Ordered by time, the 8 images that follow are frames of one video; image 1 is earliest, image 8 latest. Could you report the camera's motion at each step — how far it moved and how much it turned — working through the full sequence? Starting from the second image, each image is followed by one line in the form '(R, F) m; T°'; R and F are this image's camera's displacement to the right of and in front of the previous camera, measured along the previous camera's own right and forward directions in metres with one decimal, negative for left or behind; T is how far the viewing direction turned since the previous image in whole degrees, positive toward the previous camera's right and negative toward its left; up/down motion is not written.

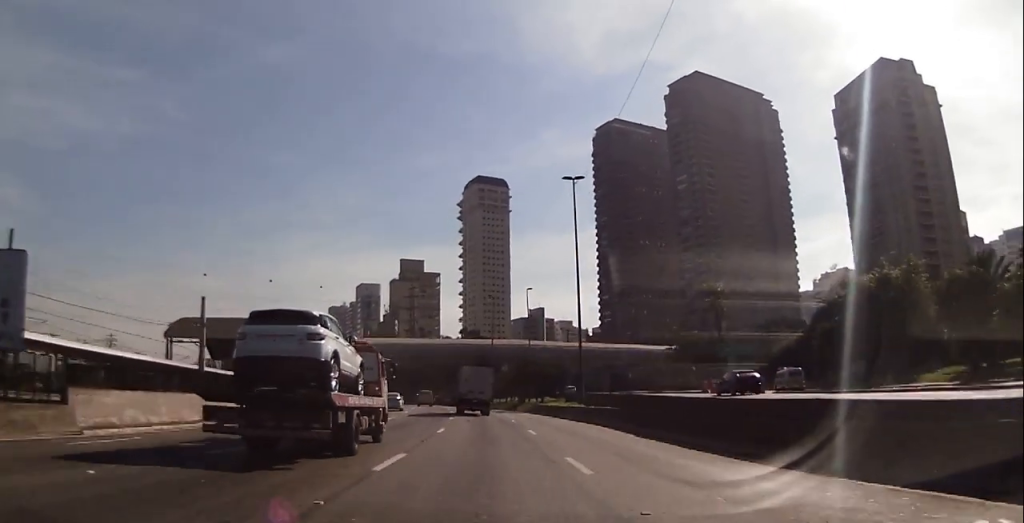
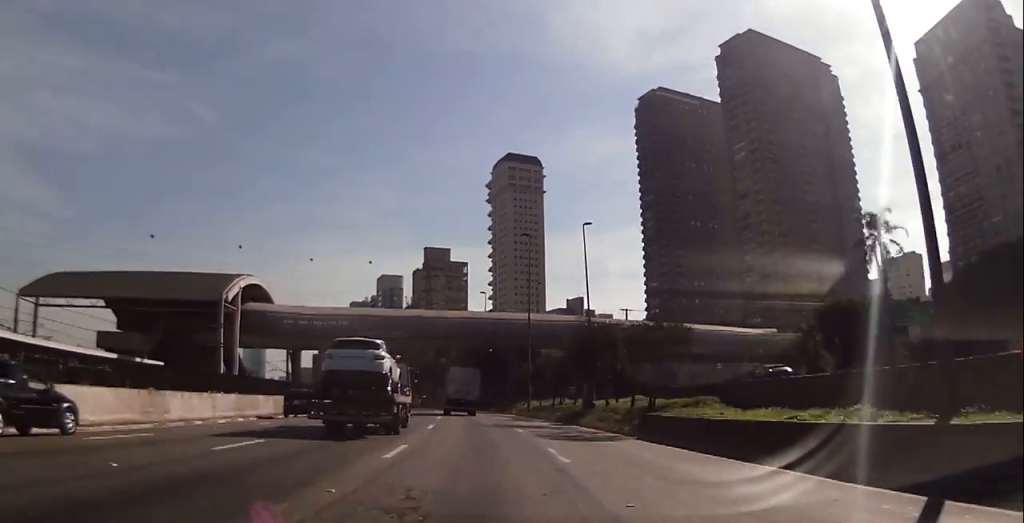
(-1.4, +37.5) m; -5°
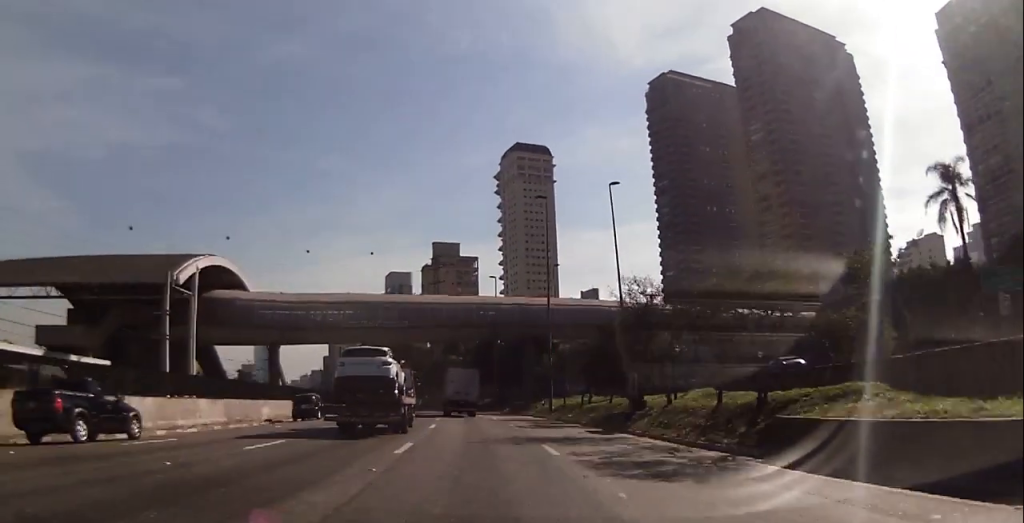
(-0.2, +11.2) m; -1°
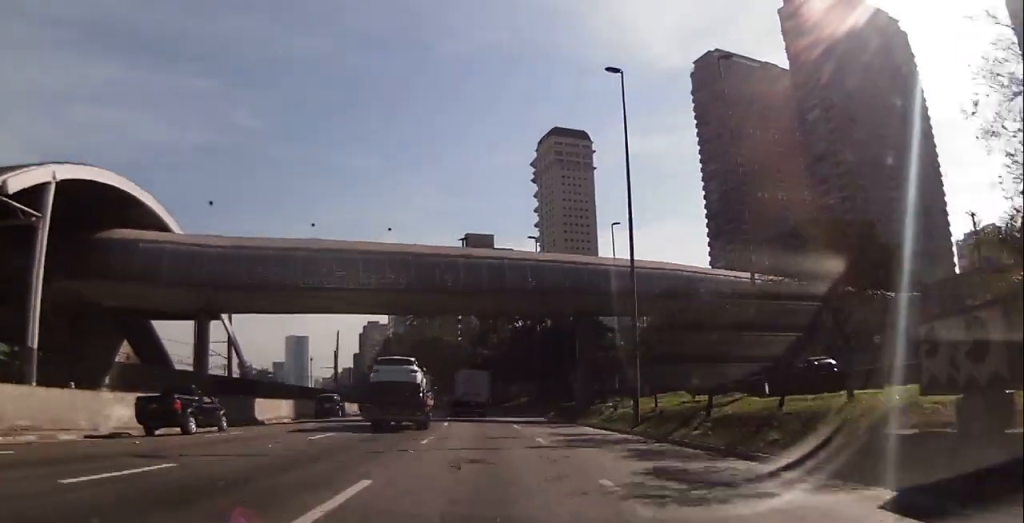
(-0.2, +22.3) m; -1°
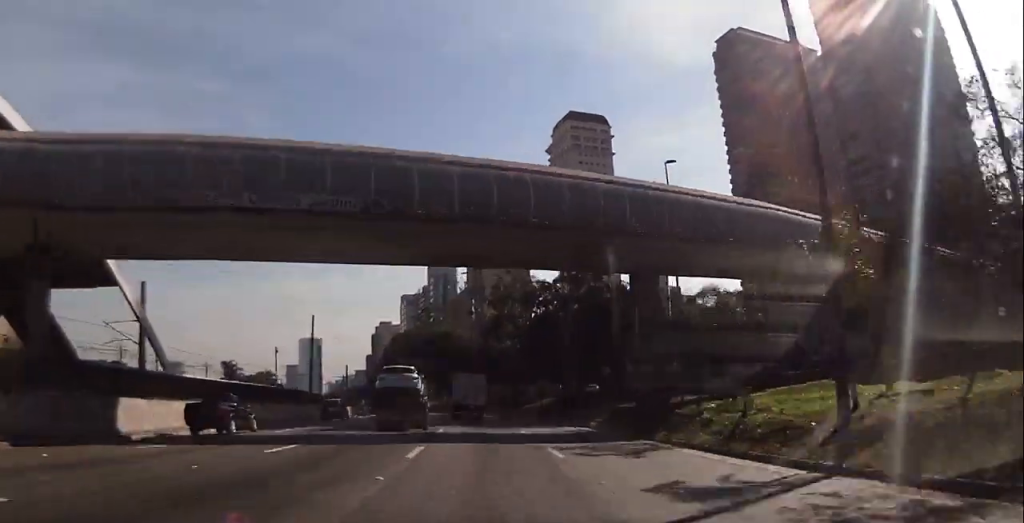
(-0.1, +15.5) m; -1°
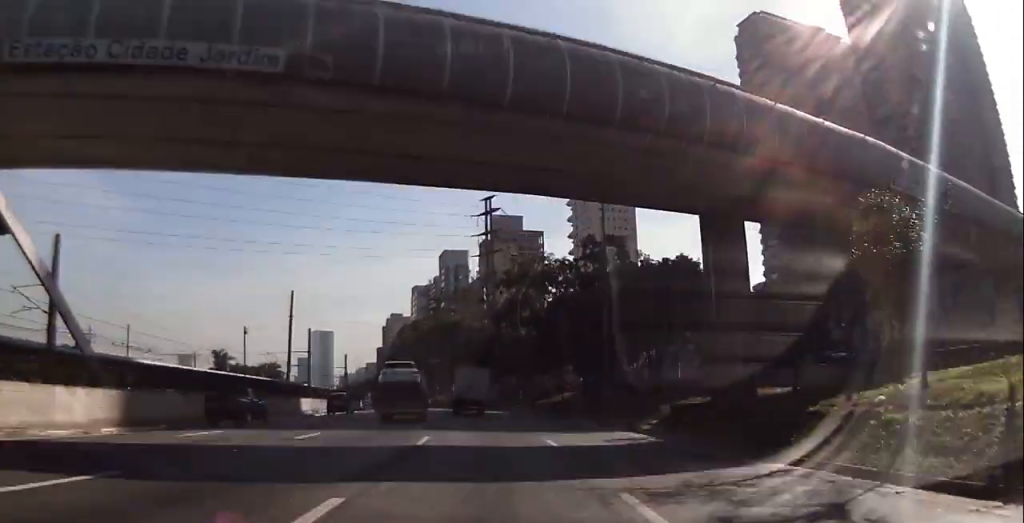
(-0.1, +9.2) m; -1°
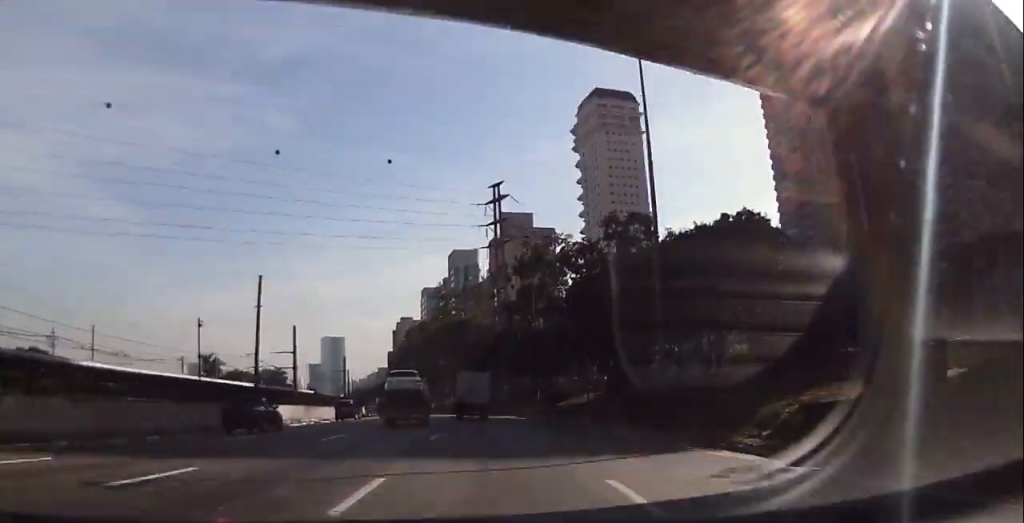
(-0.1, +8.7) m; -1°
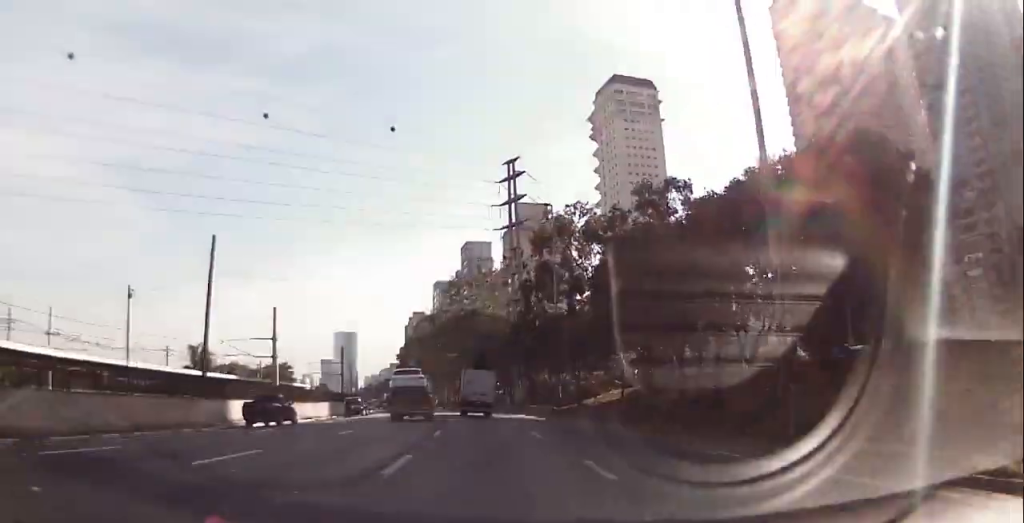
(0.0, +8.8) m; 0°
